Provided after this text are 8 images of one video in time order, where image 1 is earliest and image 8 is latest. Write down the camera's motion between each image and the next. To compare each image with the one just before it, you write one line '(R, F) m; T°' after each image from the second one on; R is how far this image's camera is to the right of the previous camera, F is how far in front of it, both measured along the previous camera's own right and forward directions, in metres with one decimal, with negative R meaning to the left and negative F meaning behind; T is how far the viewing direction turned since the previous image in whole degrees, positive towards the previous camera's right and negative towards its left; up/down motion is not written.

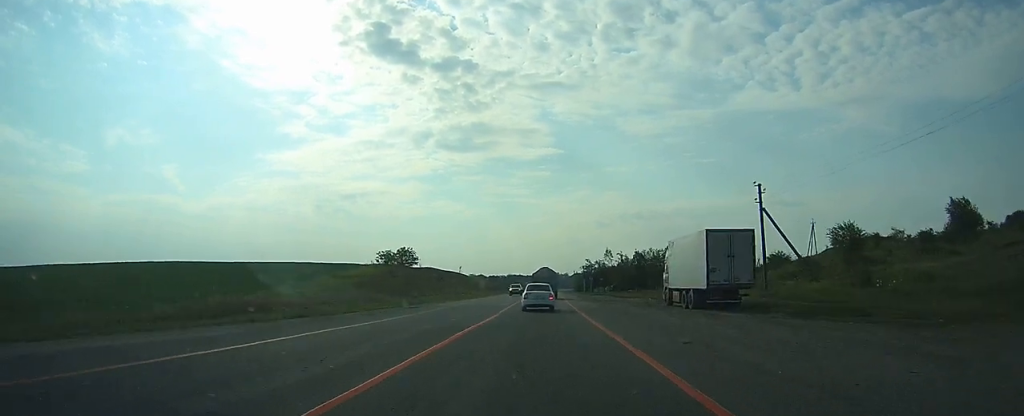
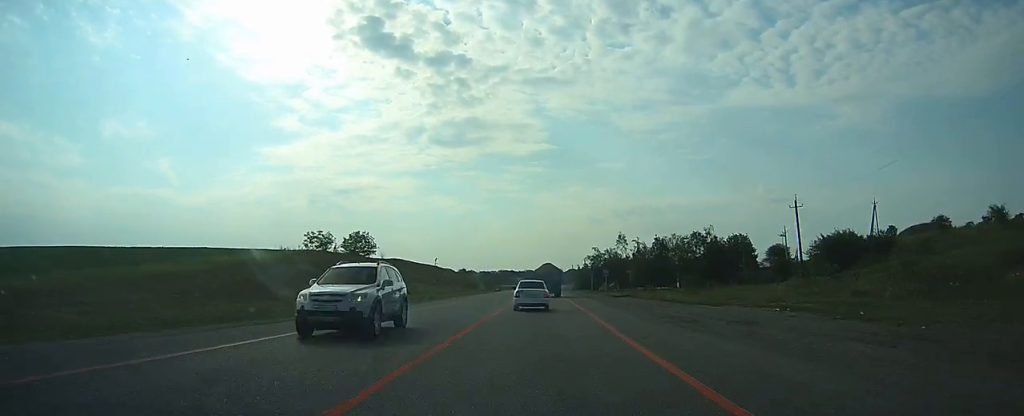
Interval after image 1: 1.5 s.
(+0.1, +32.0) m; 0°
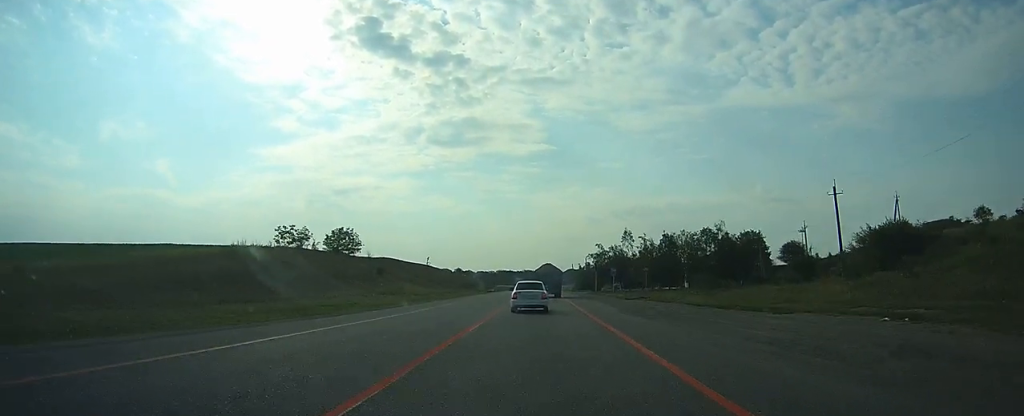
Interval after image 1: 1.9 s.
(0.0, +8.7) m; 0°
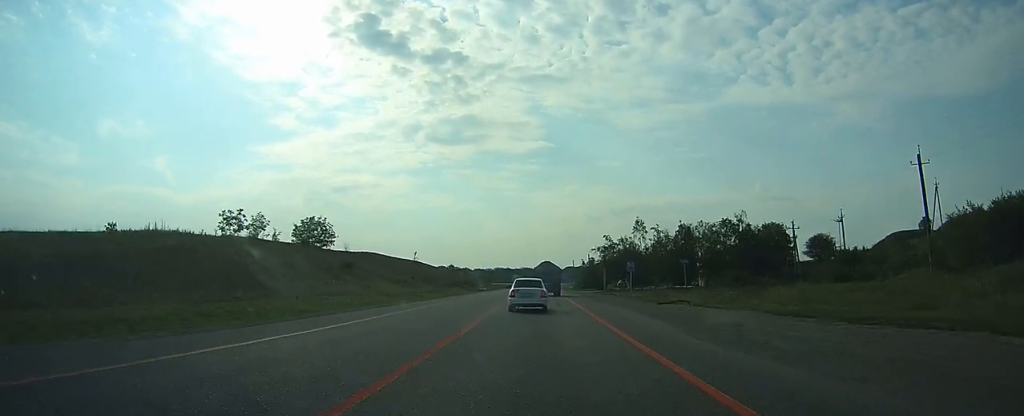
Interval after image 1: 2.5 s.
(0.0, +13.1) m; 0°
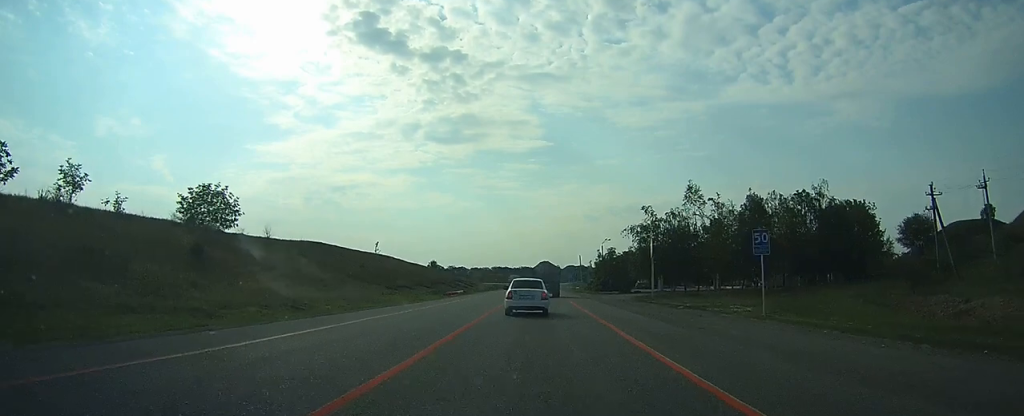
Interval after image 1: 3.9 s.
(+0.3, +31.1) m; 0°
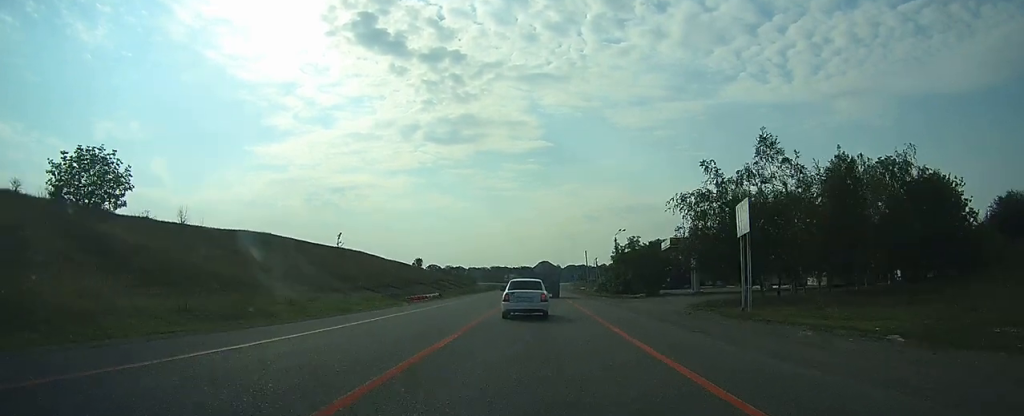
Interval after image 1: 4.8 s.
(-0.1, +19.3) m; 0°
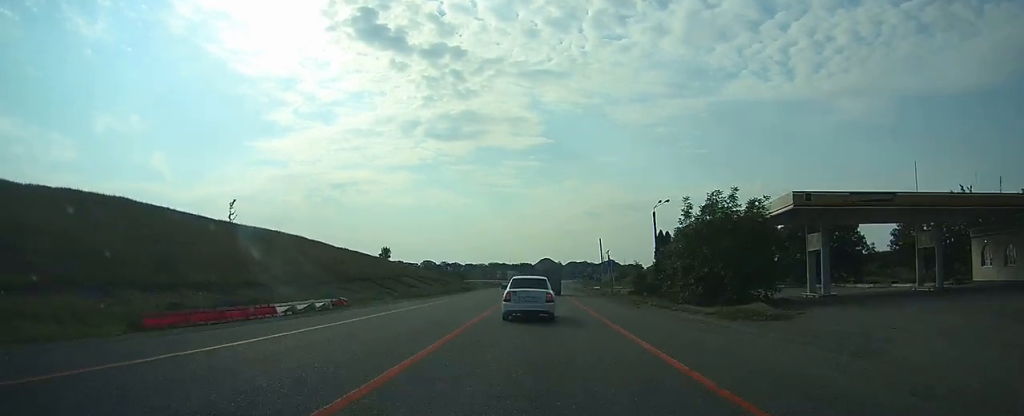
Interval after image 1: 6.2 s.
(0.0, +30.3) m; 0°
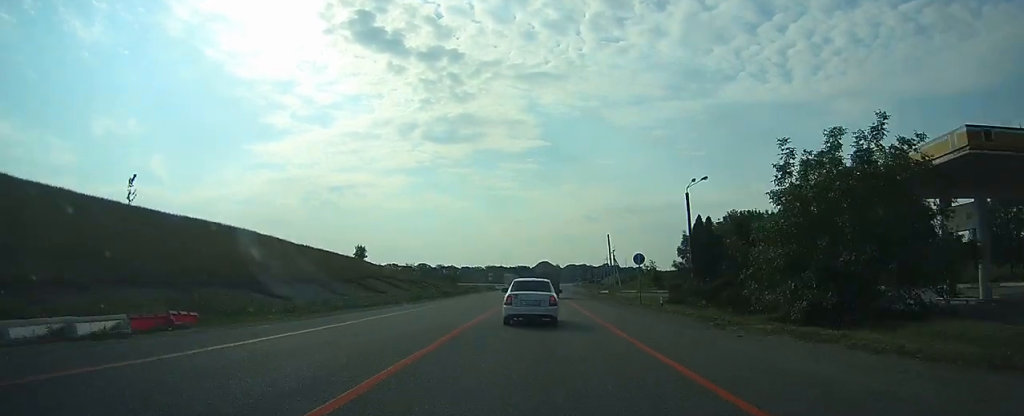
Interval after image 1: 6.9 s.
(0.0, +14.6) m; 0°
